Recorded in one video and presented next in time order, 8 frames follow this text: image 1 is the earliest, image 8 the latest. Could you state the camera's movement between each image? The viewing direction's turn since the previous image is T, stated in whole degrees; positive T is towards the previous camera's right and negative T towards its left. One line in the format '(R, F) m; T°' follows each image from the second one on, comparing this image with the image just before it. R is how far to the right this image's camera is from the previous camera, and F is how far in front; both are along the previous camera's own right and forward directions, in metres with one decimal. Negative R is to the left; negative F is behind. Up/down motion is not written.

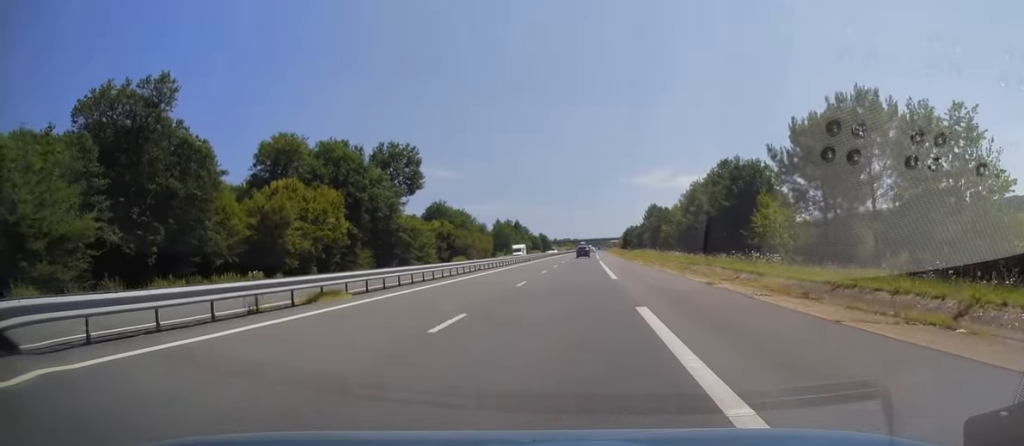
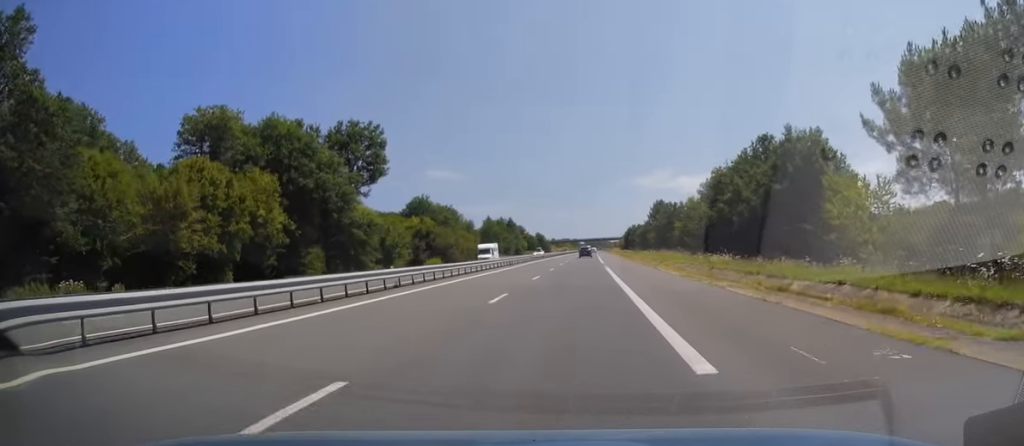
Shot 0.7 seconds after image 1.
(+0.1, +20.1) m; 0°
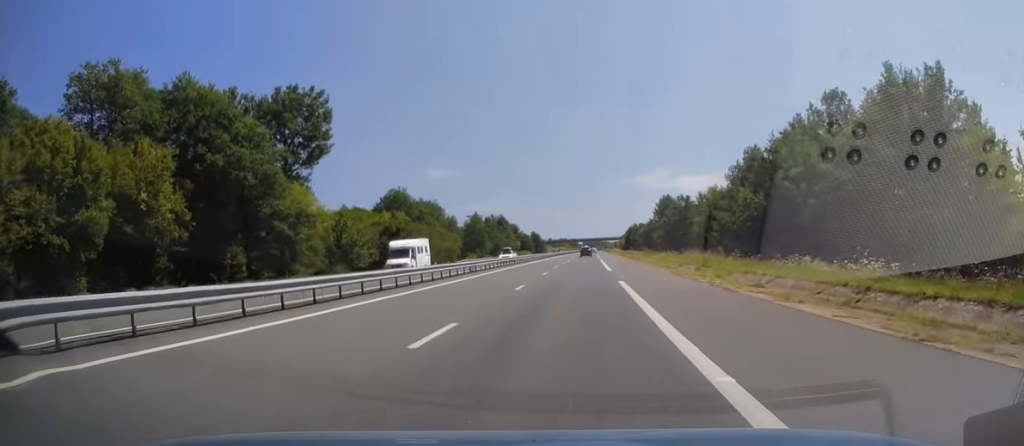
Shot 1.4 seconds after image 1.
(+0.2, +20.6) m; 0°
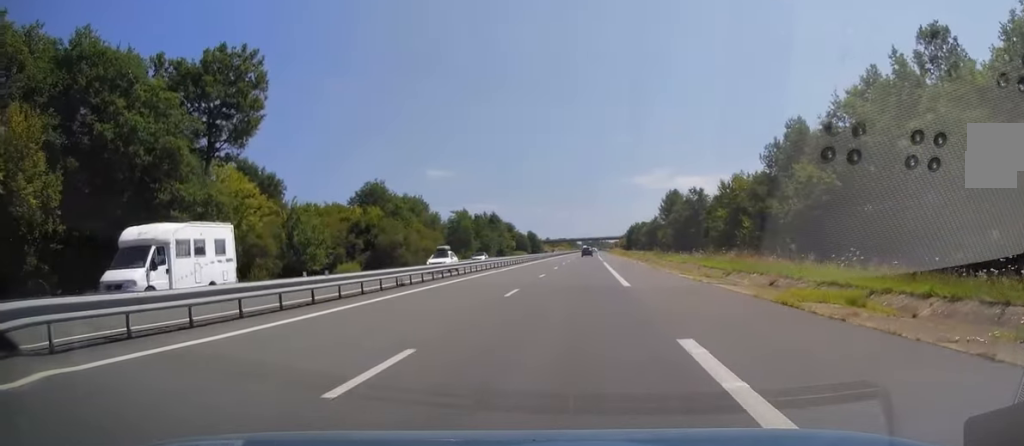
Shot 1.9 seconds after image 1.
(-0.2, +16.2) m; 0°
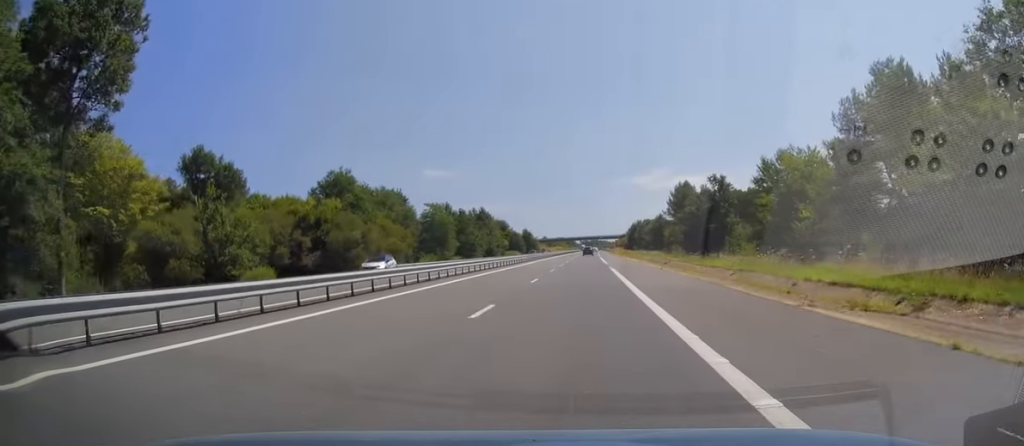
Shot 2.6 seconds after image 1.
(-0.1, +19.2) m; 0°
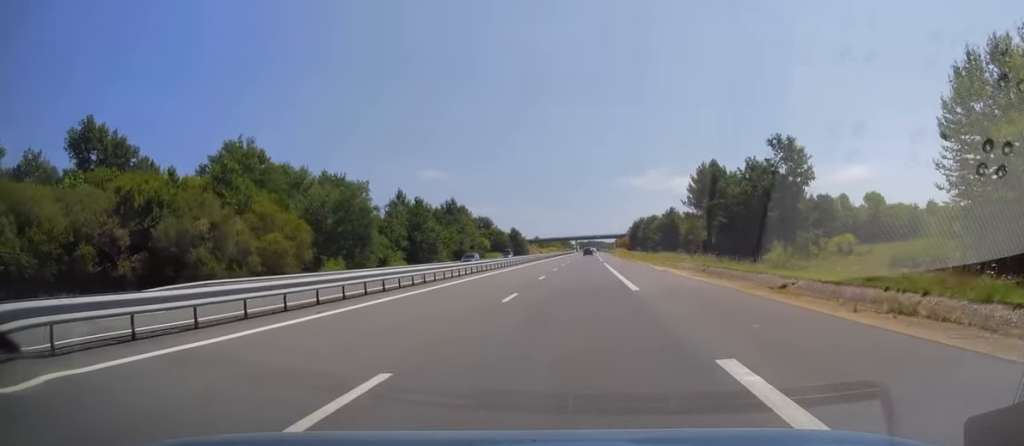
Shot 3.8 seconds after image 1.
(+0.3, +34.9) m; +1°
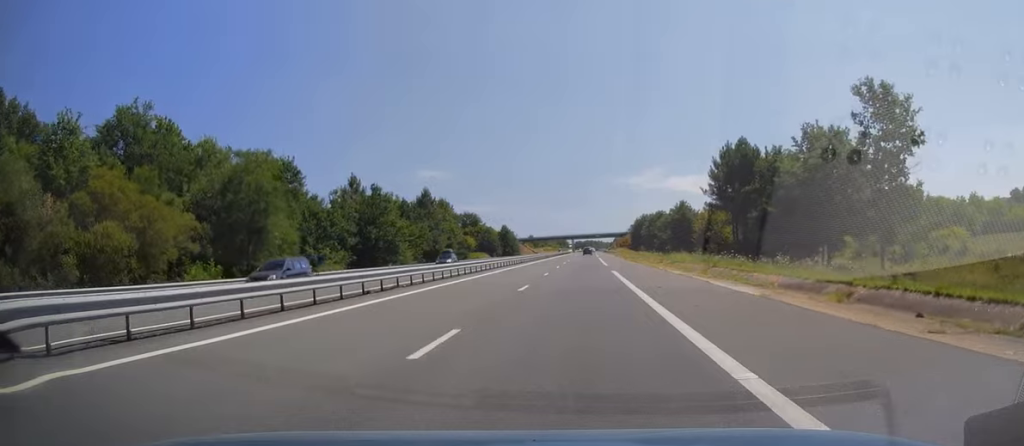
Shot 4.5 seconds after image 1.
(+0.2, +22.1) m; 0°
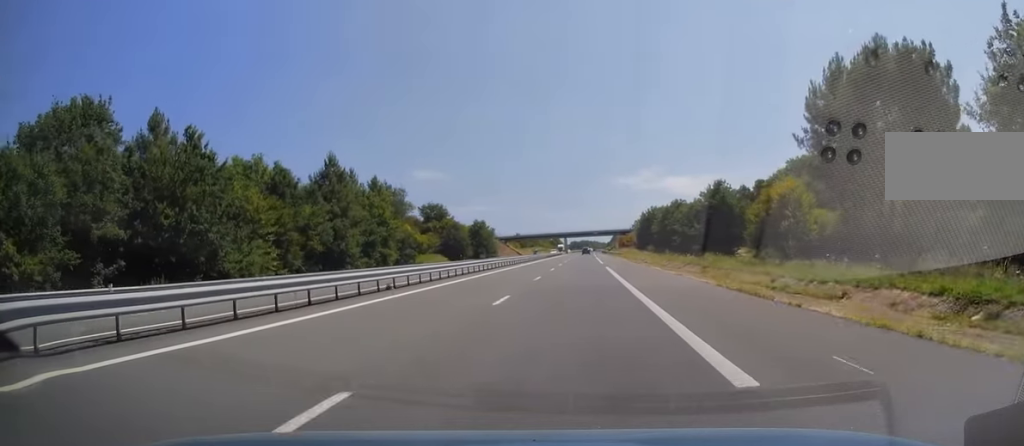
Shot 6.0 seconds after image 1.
(-0.6, +44.2) m; 0°
